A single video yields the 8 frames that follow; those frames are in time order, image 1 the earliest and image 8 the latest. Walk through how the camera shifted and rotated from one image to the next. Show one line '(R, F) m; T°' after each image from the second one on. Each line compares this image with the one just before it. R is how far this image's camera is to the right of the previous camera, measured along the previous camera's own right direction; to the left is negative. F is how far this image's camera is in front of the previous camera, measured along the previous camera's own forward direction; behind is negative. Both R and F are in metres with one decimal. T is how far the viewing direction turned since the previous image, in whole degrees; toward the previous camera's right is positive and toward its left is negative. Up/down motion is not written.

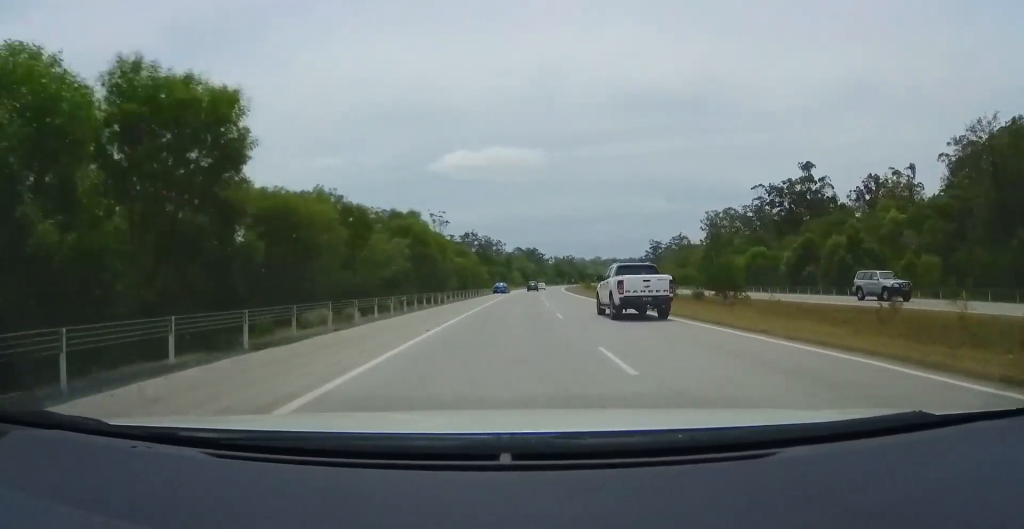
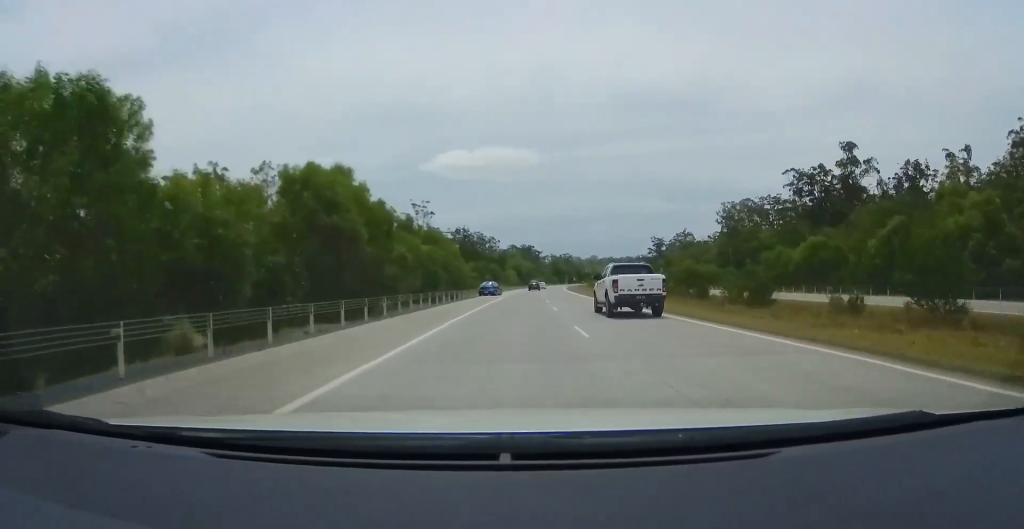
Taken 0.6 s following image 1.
(+0.1, +19.1) m; +1°
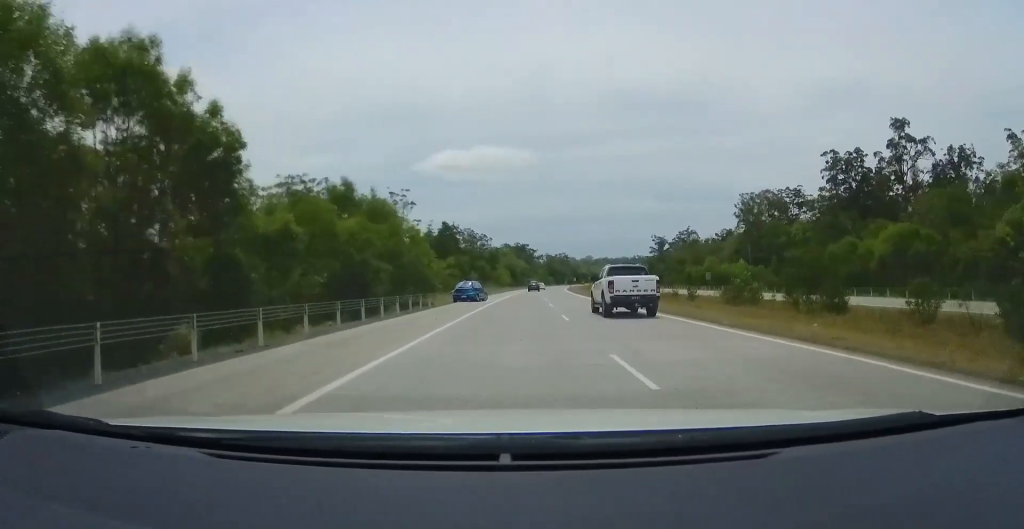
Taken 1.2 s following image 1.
(-0.1, +17.9) m; +1°
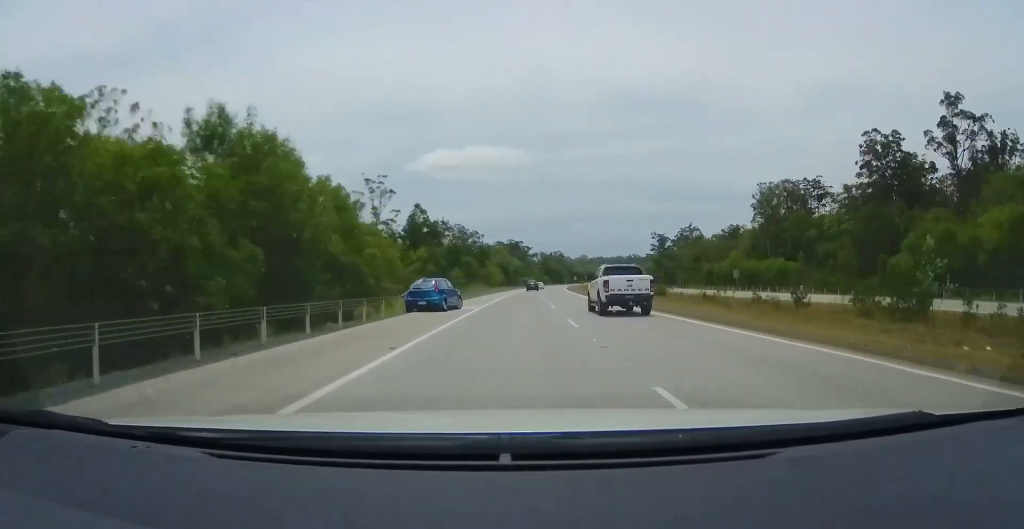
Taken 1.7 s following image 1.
(+0.1, +14.3) m; +1°
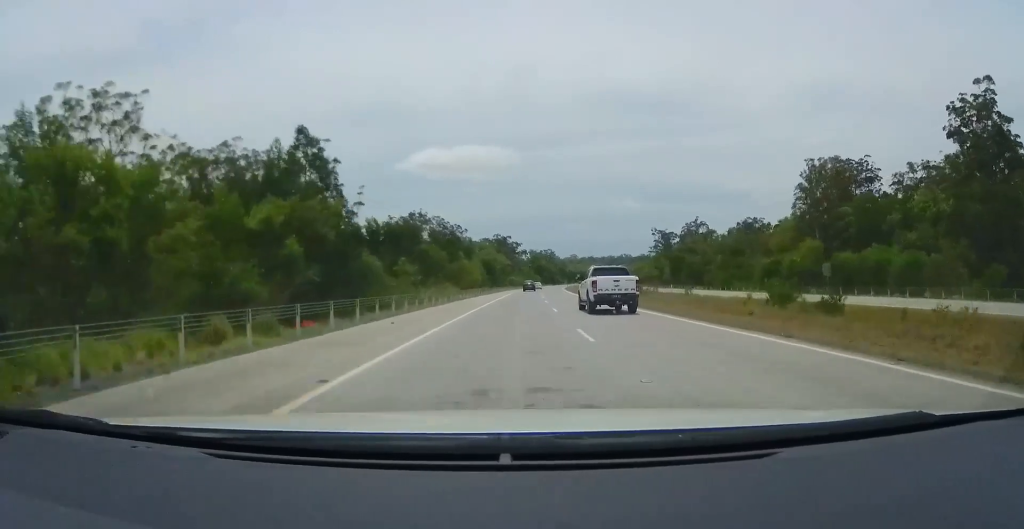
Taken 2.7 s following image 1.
(+0.5, +28.6) m; +1°
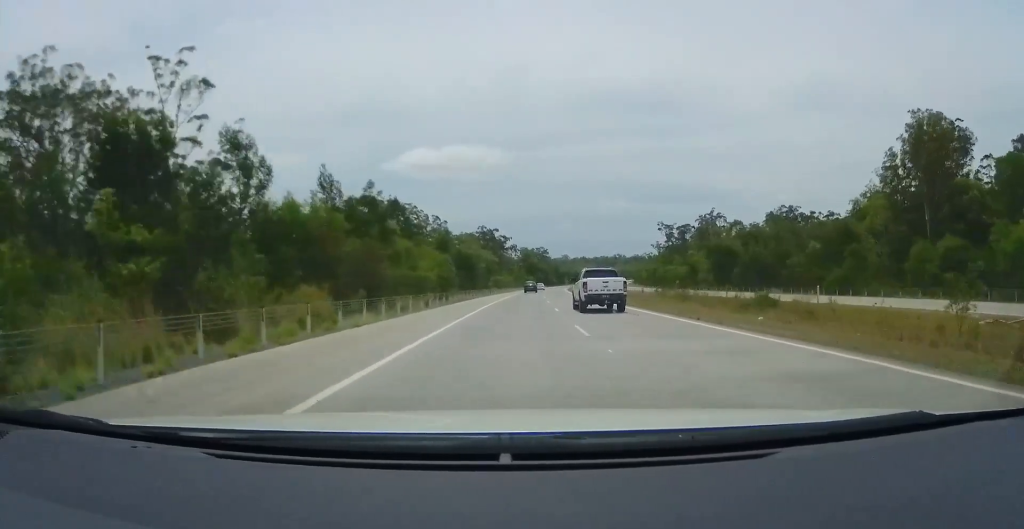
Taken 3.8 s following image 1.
(+0.3, +34.5) m; +1°
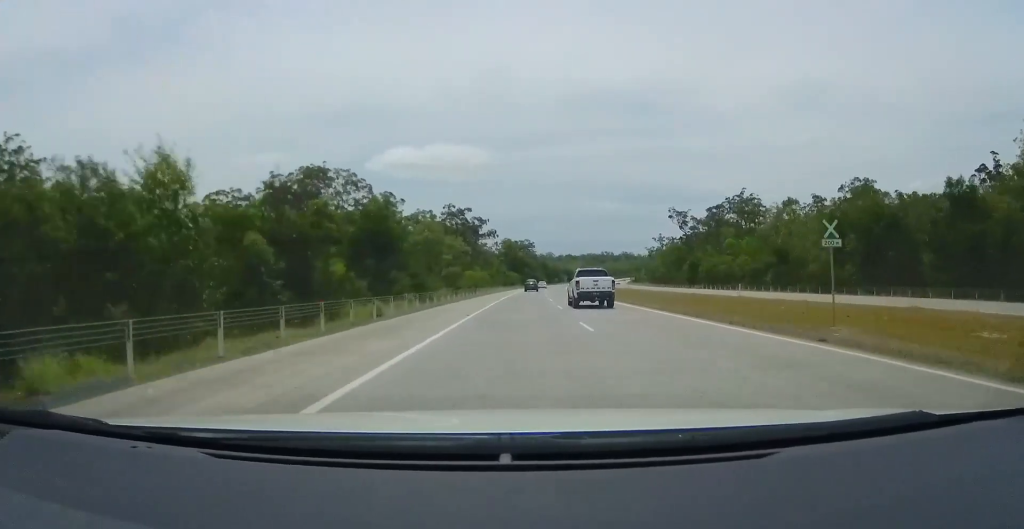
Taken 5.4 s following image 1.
(0.0, +47.3) m; +2°
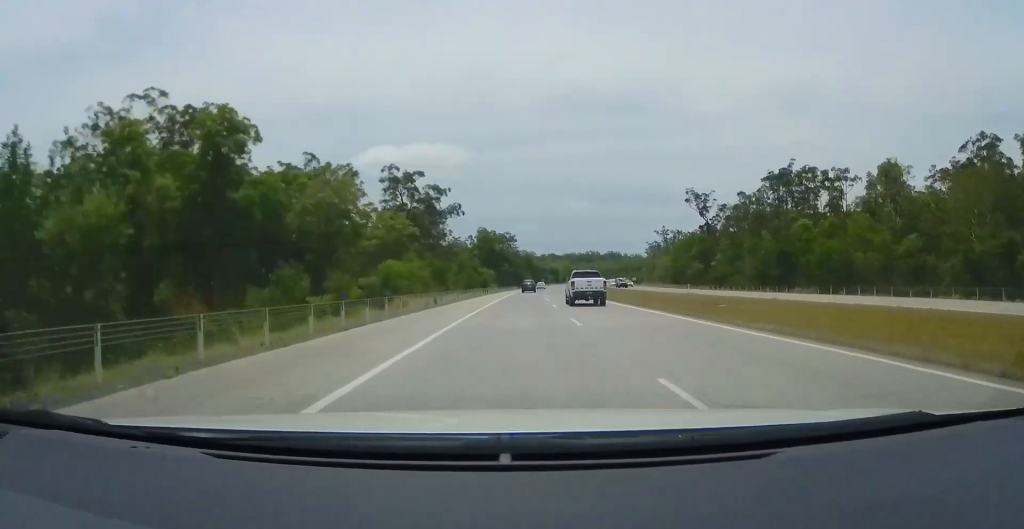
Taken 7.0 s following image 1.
(+1.1, +45.5) m; +2°
